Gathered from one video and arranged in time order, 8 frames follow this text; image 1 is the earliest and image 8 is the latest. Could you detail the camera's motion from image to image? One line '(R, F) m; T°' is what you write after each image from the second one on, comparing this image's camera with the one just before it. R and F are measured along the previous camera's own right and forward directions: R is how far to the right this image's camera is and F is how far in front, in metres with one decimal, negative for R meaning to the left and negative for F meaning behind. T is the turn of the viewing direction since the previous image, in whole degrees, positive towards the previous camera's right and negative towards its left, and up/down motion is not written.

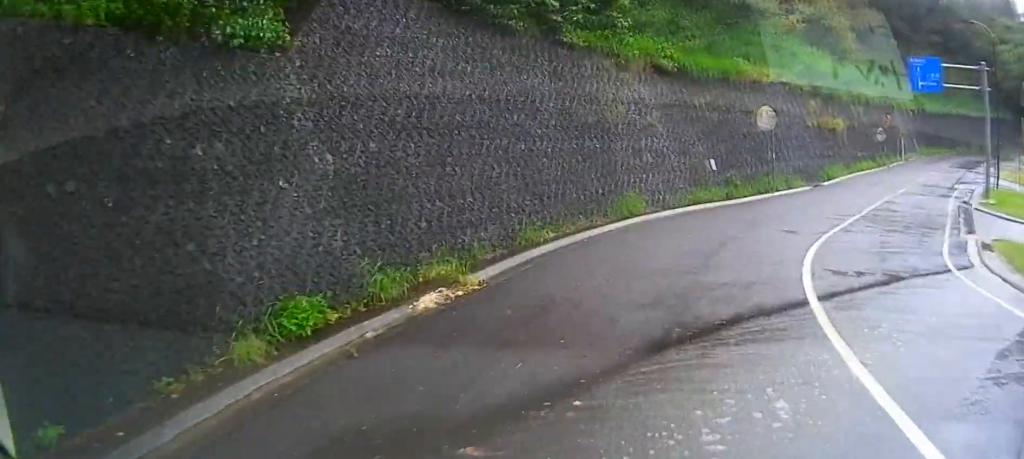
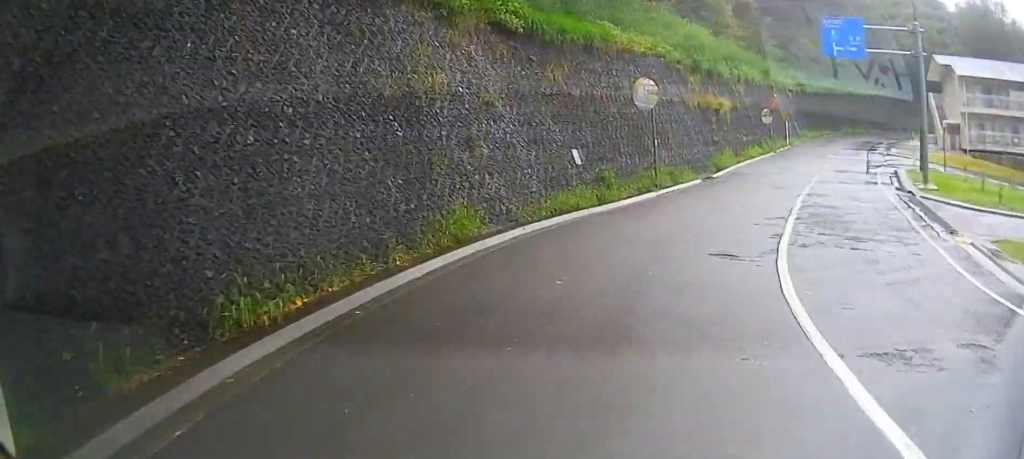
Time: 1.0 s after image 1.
(+1.1, +6.0) m; +9°
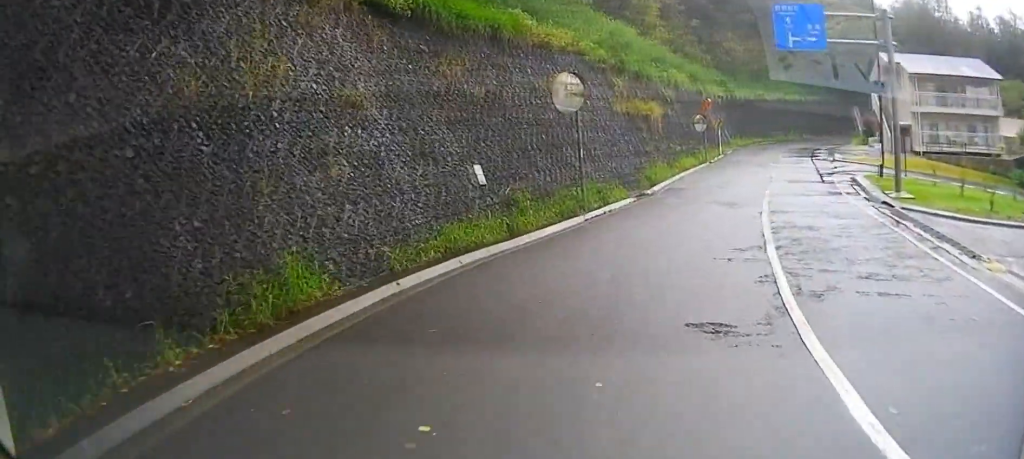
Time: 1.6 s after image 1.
(+0.2, +4.1) m; +2°
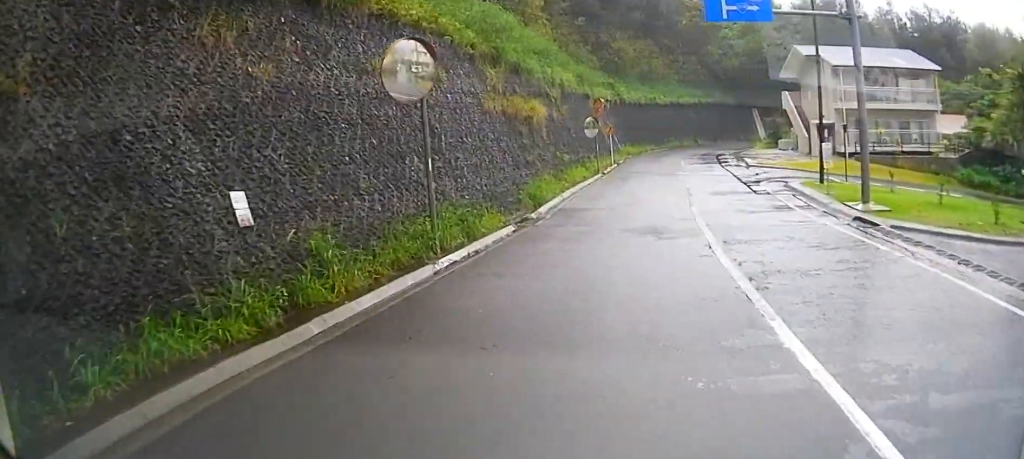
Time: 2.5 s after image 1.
(-0.8, +5.9) m; +8°
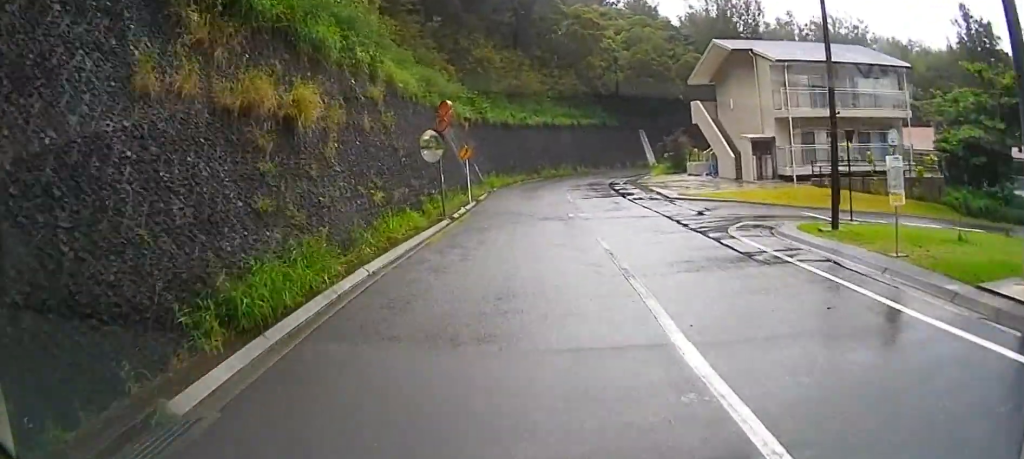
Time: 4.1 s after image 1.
(+4.9, +10.0) m; +34°
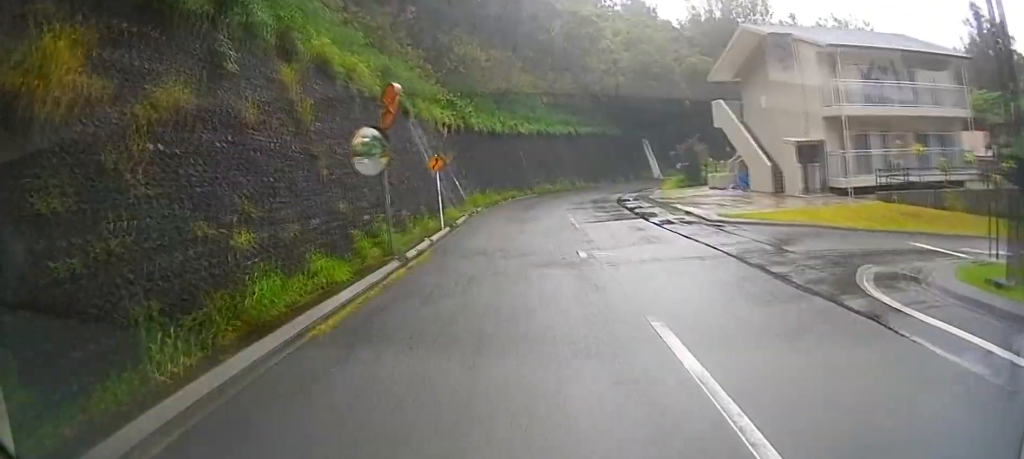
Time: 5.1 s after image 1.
(-0.1, +7.0) m; -7°
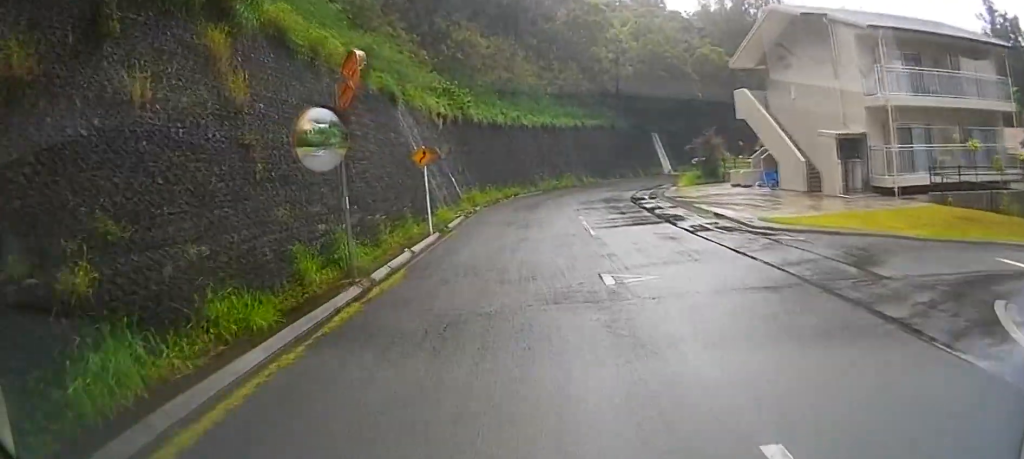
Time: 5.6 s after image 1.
(-0.2, +3.4) m; -4°
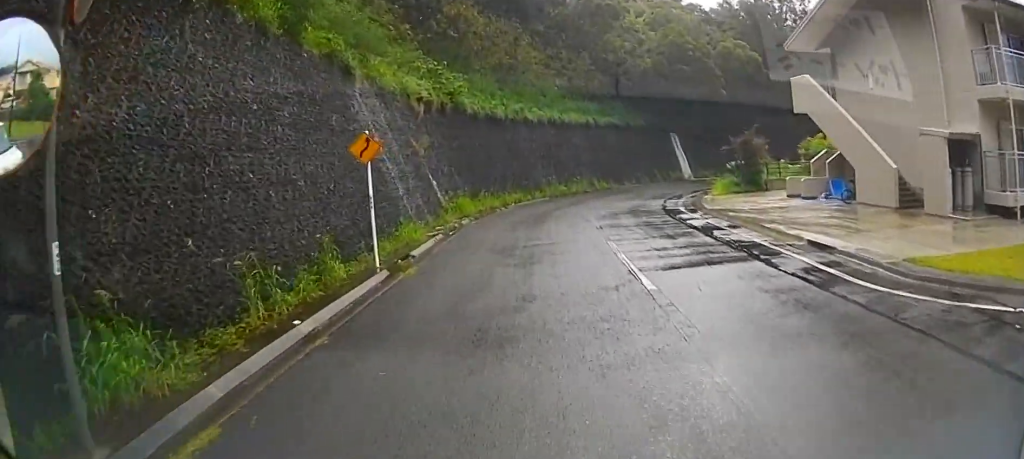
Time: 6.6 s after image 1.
(-0.6, +6.7) m; -3°
